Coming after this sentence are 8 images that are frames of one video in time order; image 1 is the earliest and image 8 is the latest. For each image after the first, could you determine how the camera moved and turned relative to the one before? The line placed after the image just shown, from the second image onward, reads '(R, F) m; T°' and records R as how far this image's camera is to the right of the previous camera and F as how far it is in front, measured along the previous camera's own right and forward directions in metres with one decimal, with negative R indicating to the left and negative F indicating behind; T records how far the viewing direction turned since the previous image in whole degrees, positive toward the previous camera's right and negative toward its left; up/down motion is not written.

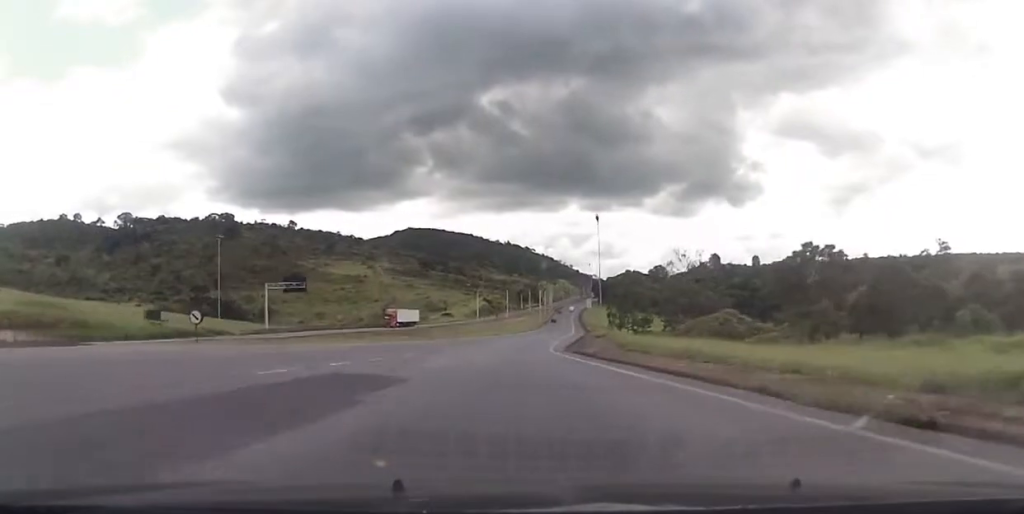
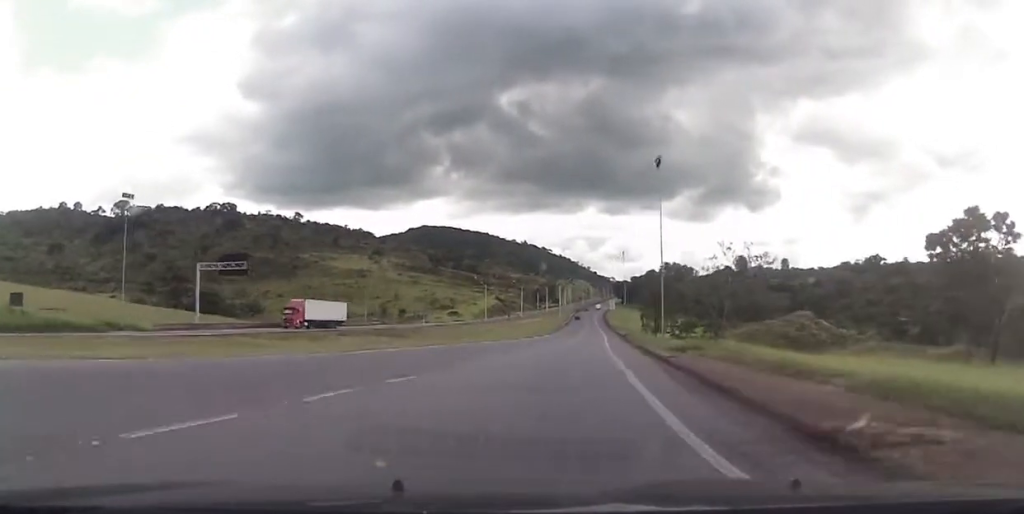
(-0.3, +30.0) m; +1°
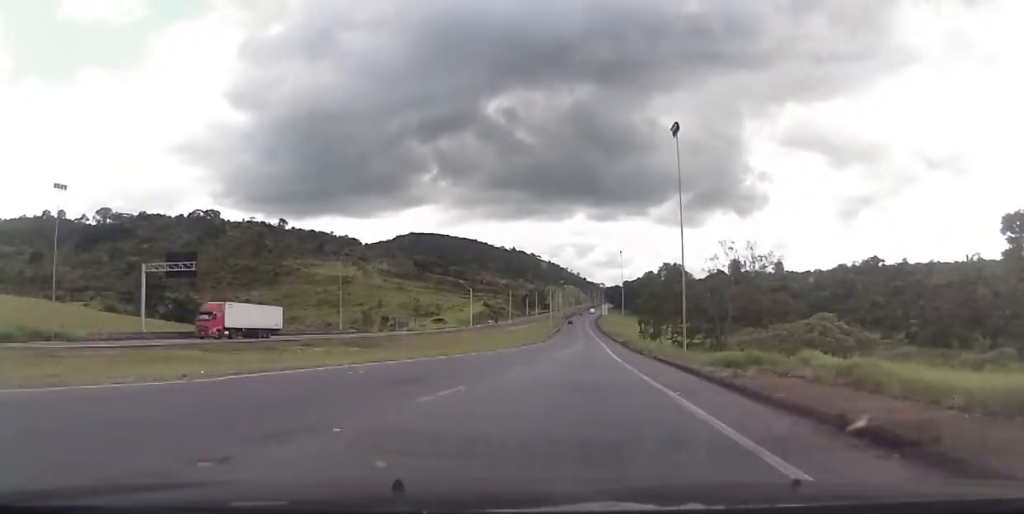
(0.0, +11.2) m; +1°
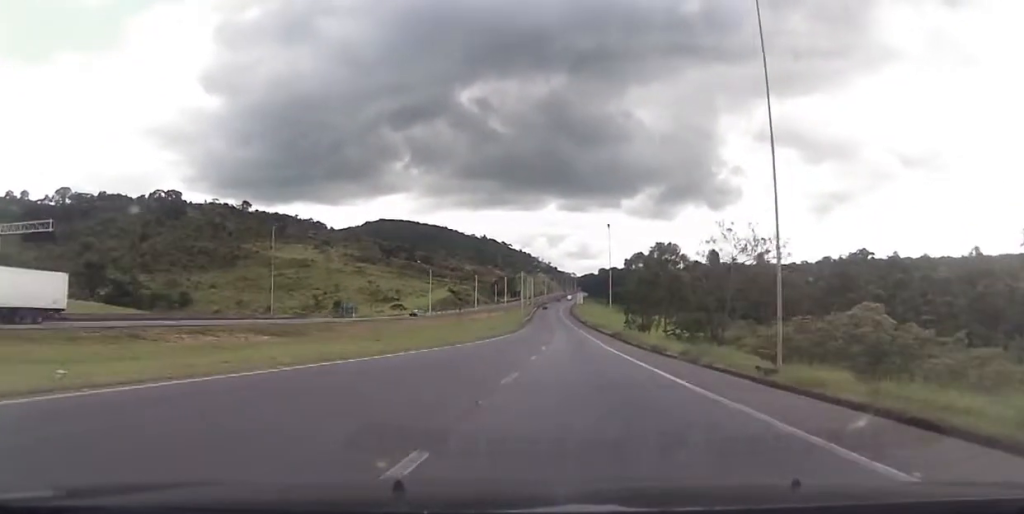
(+0.3, +20.9) m; 0°
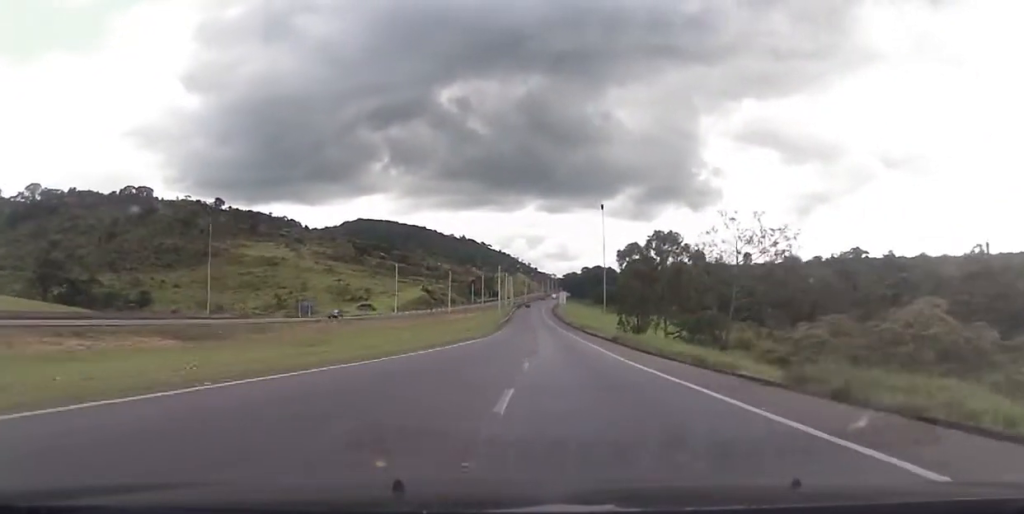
(-0.1, +15.8) m; +1°
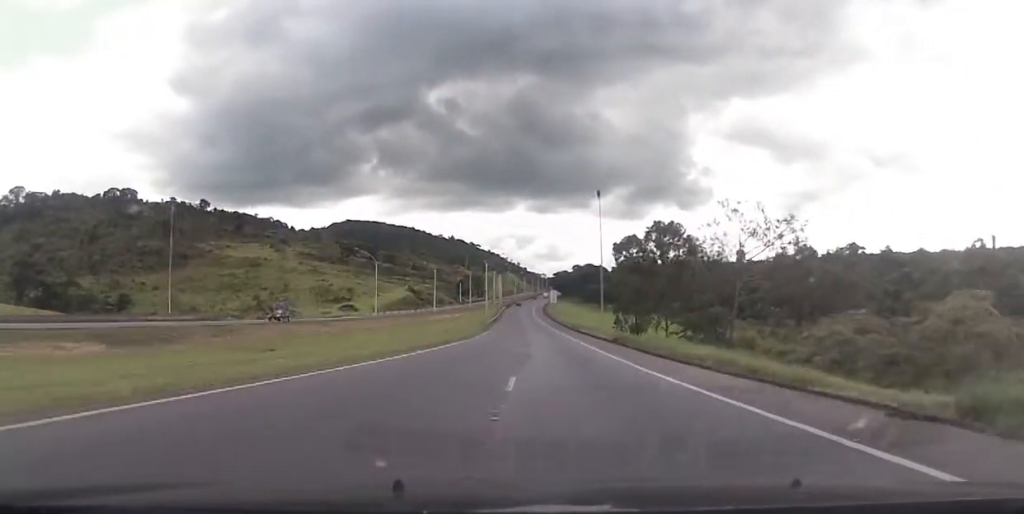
(-0.3, +8.0) m; +1°
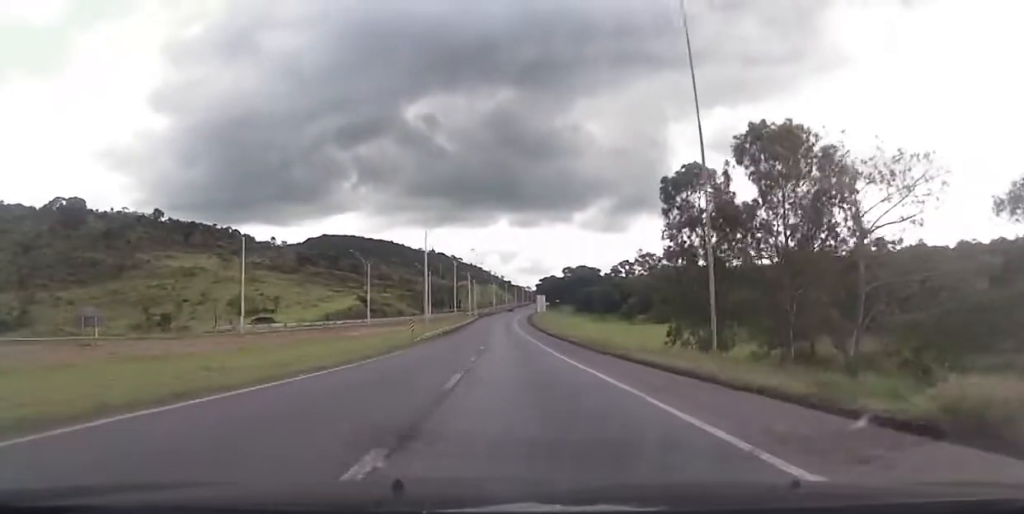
(+2.4, +48.8) m; +2°
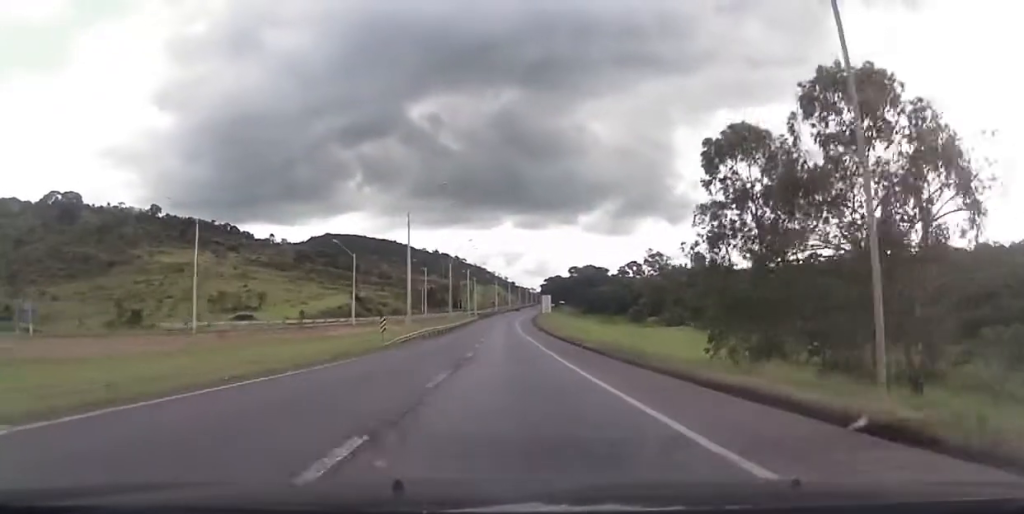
(-0.2, +11.1) m; 0°
